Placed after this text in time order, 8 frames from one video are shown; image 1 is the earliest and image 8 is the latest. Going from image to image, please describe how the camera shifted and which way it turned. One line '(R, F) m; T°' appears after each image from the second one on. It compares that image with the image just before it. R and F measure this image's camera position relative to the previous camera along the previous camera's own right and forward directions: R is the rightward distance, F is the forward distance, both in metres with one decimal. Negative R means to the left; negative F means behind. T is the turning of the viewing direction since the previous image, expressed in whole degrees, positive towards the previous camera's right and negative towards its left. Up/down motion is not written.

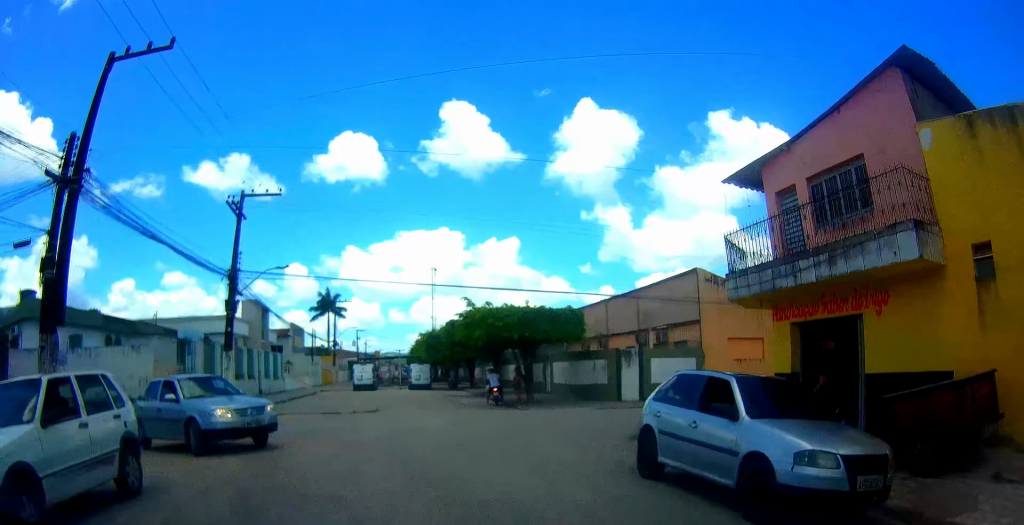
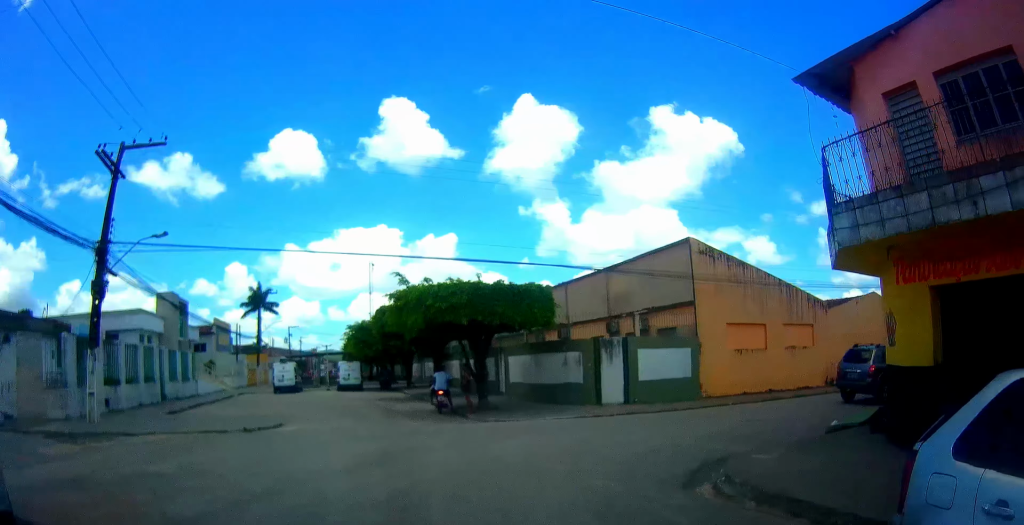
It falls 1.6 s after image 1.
(0.0, +6.2) m; 0°
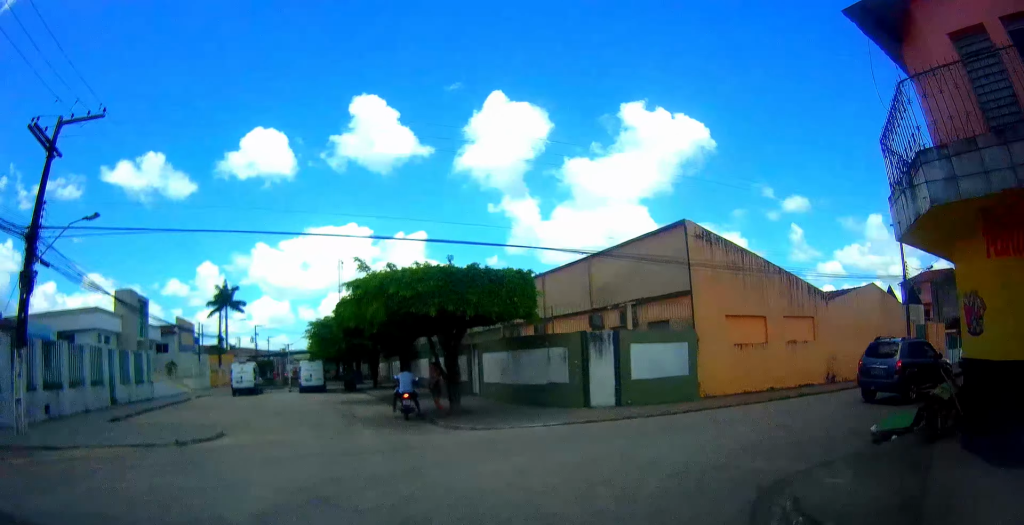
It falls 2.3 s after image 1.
(-0.1, +2.5) m; +2°
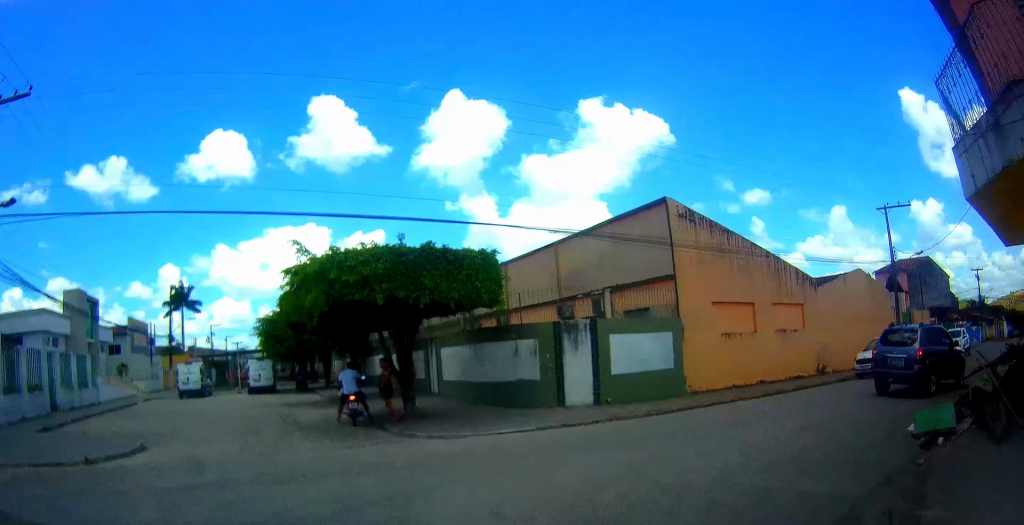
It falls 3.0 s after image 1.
(+0.1, +2.3) m; +2°
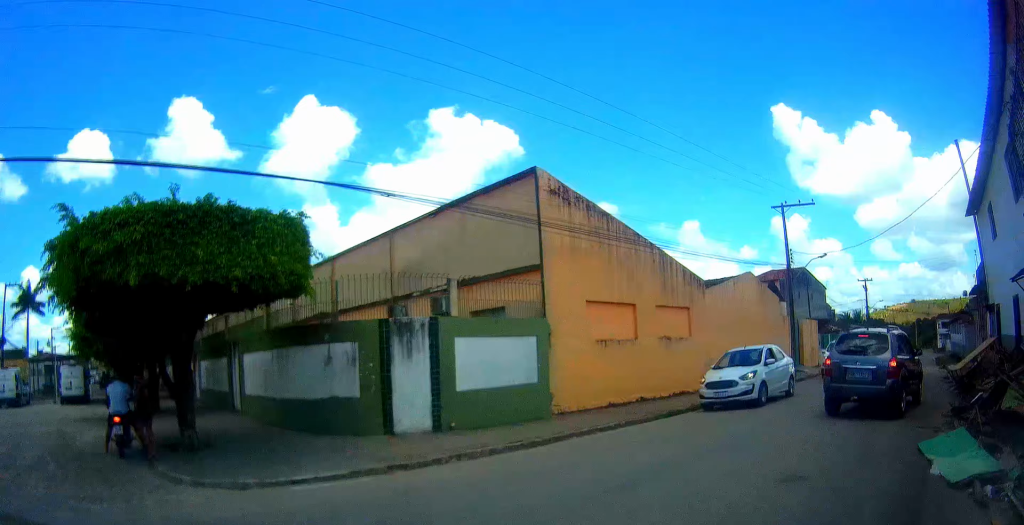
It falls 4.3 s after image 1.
(+0.1, +4.3) m; +10°
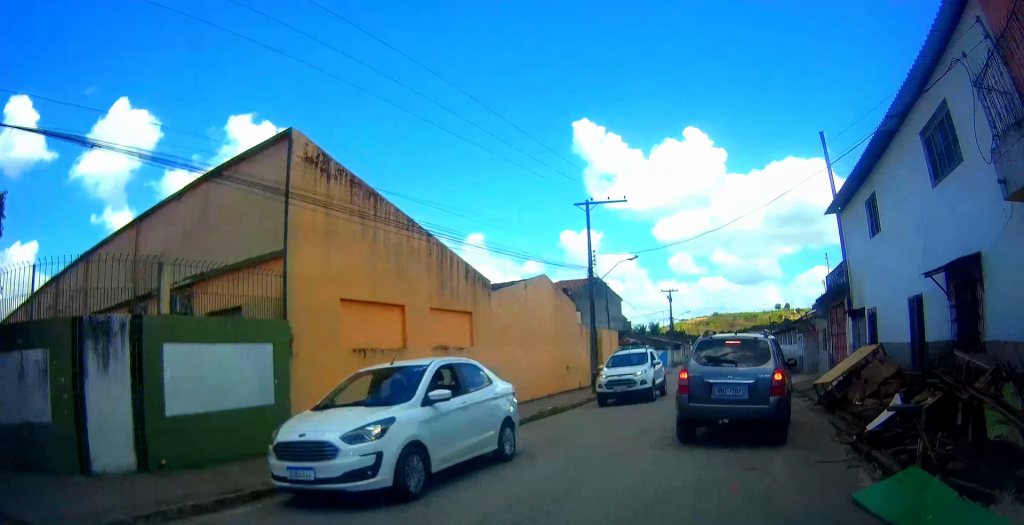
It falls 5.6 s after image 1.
(+0.8, +3.7) m; +17°
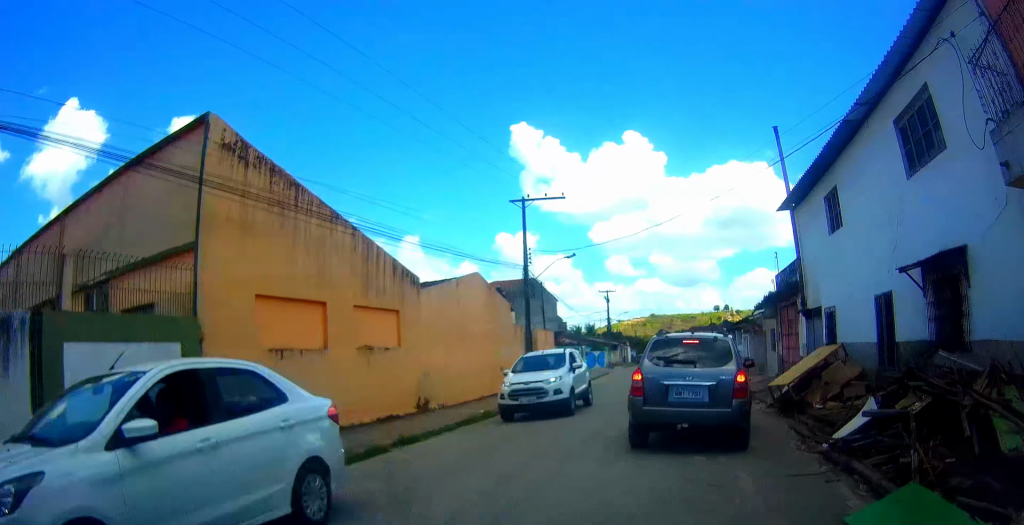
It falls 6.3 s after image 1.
(-0.1, +1.7) m; +9°
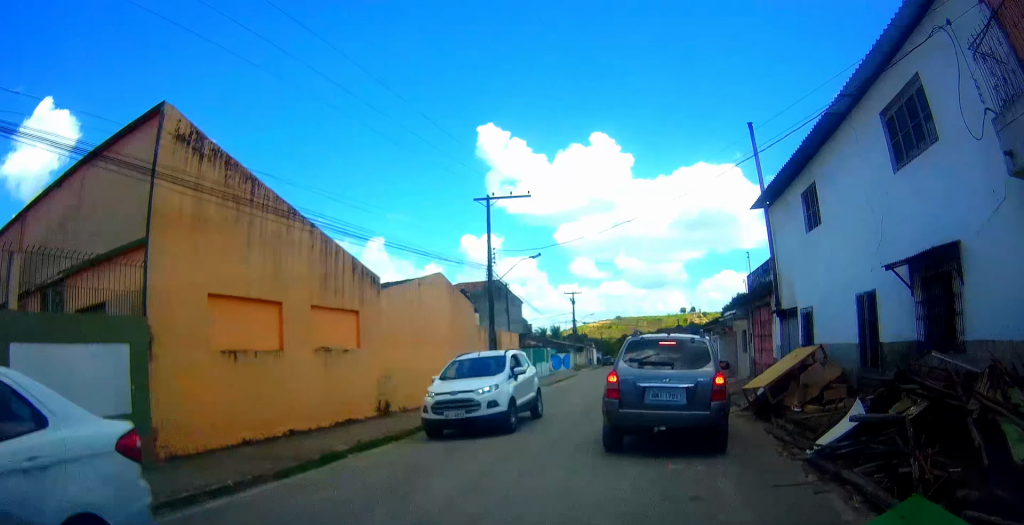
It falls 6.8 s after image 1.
(+0.2, +0.9) m; +11°
